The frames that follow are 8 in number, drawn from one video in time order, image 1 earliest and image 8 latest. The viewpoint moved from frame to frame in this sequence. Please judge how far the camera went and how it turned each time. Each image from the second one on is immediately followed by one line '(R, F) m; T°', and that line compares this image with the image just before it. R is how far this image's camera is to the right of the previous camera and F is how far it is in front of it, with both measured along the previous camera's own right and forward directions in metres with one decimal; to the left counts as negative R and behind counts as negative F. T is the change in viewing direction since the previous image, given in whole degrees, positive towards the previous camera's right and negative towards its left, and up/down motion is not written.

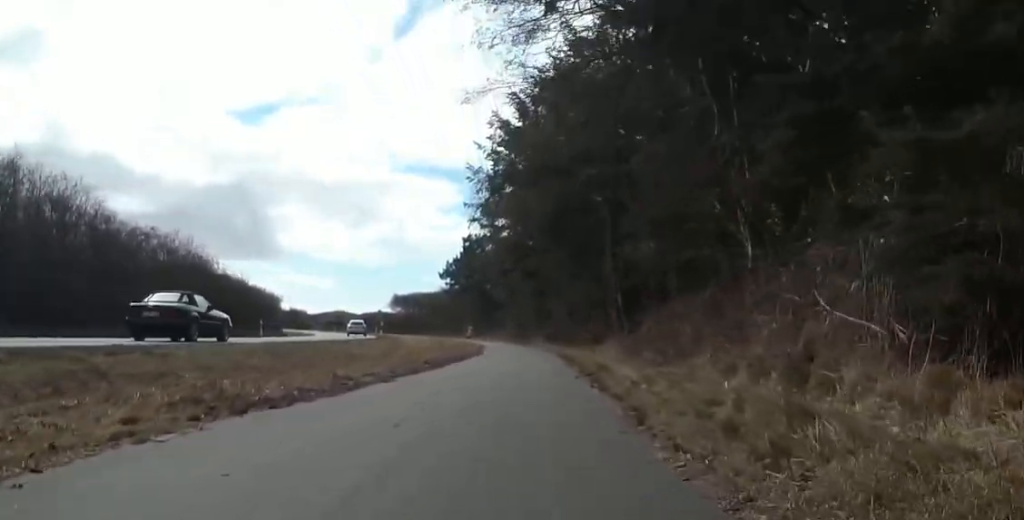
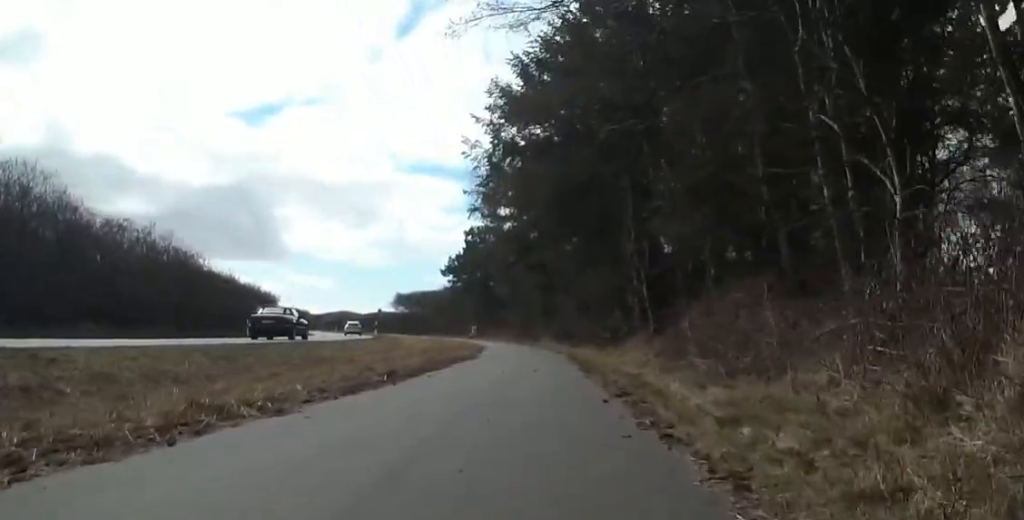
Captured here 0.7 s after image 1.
(-0.3, +3.7) m; 0°
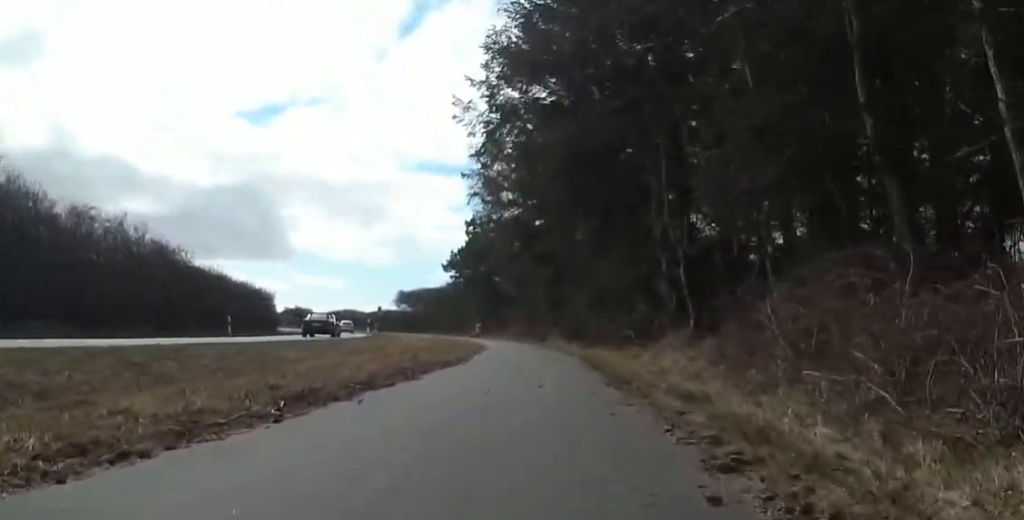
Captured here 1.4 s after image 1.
(+0.4, +3.8) m; +4°
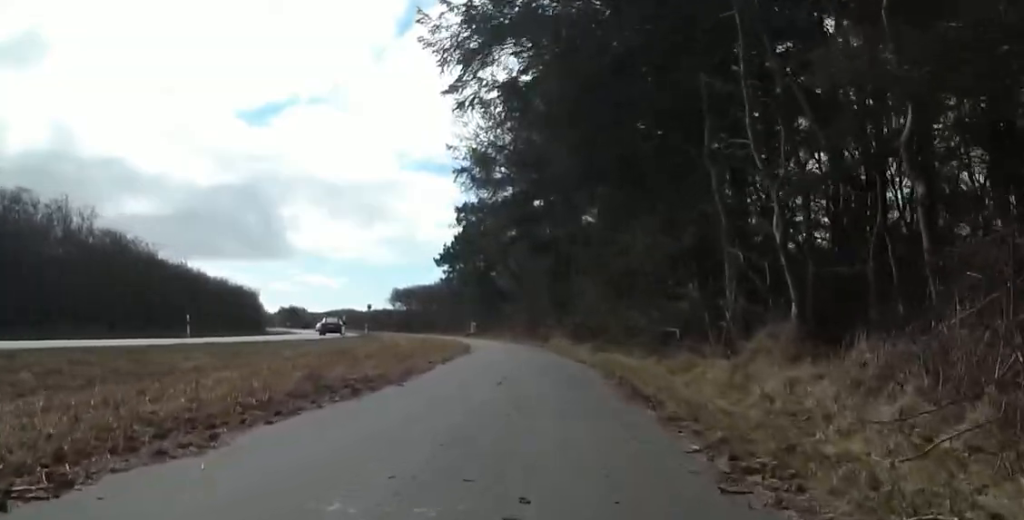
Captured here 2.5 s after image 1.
(+0.2, +5.5) m; 0°
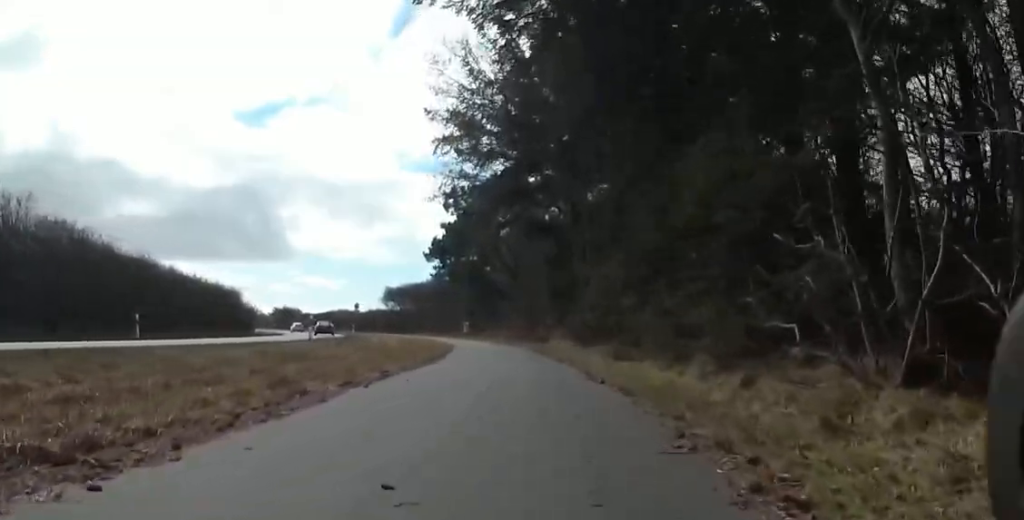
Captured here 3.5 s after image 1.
(-0.1, +5.1) m; -2°
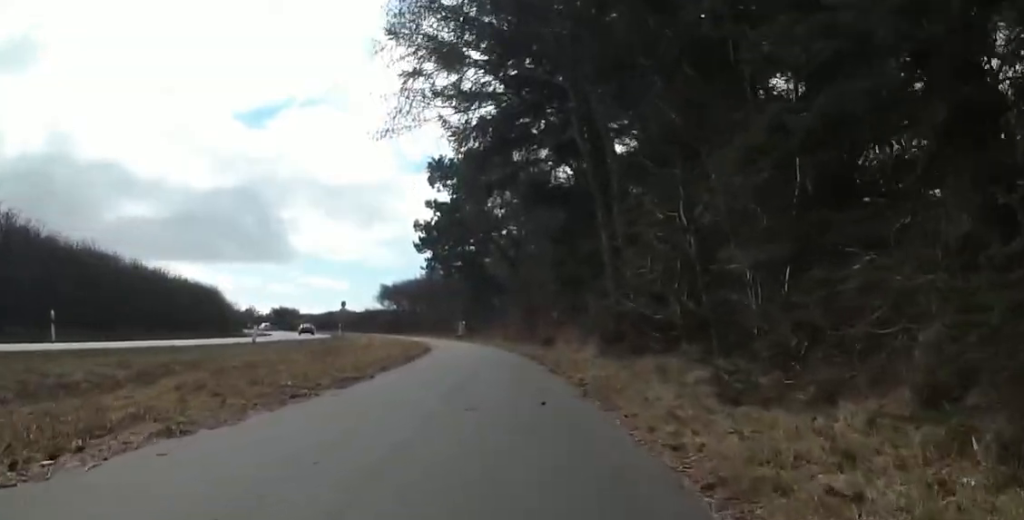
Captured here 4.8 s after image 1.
(-0.1, +6.6) m; +4°
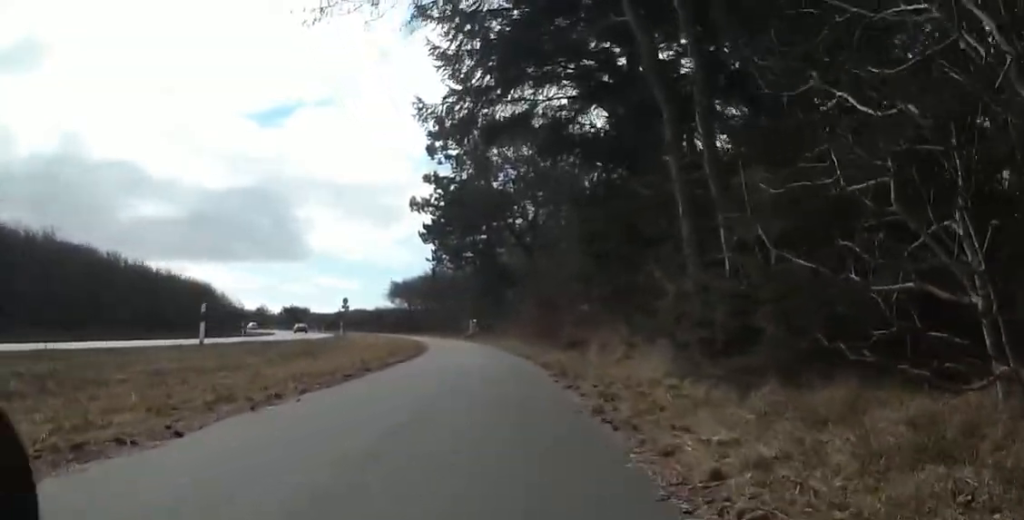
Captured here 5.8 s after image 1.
(+0.7, +4.9) m; -2°
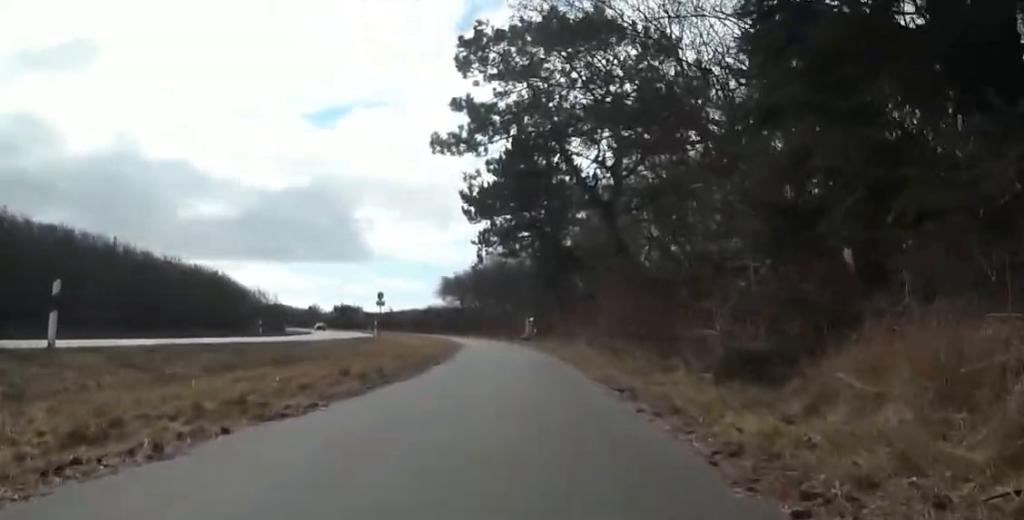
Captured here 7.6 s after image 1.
(-1.2, +8.3) m; +1°
